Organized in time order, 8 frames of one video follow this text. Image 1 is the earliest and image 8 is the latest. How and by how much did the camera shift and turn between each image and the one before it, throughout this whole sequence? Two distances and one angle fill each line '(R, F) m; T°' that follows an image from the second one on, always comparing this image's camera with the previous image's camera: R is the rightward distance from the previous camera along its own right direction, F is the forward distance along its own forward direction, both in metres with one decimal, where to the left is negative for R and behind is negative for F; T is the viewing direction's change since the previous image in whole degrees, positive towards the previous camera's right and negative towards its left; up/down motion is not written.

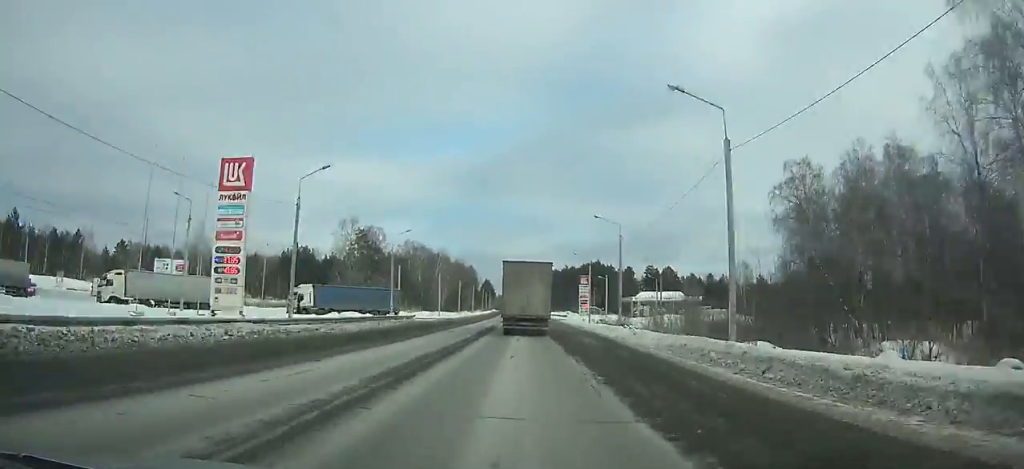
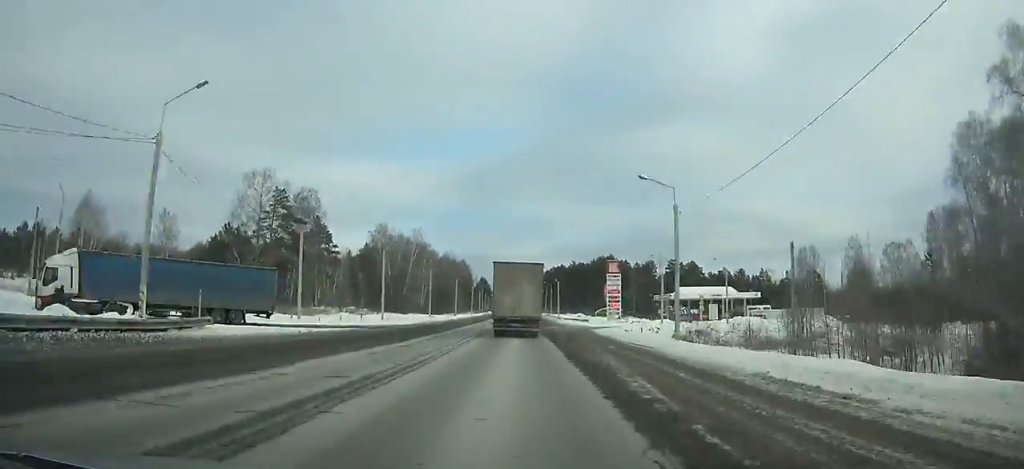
(0.0, +42.1) m; 0°
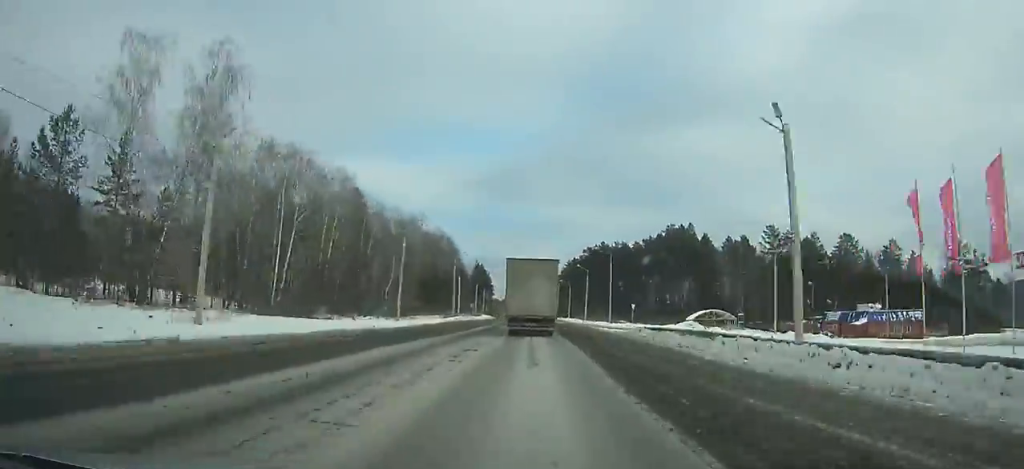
(-0.9, +99.7) m; -1°
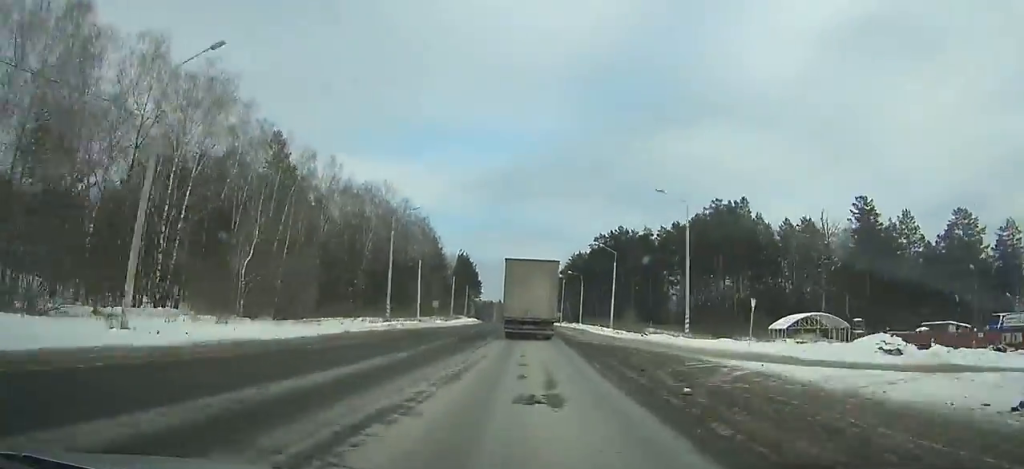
(0.0, +36.9) m; 0°
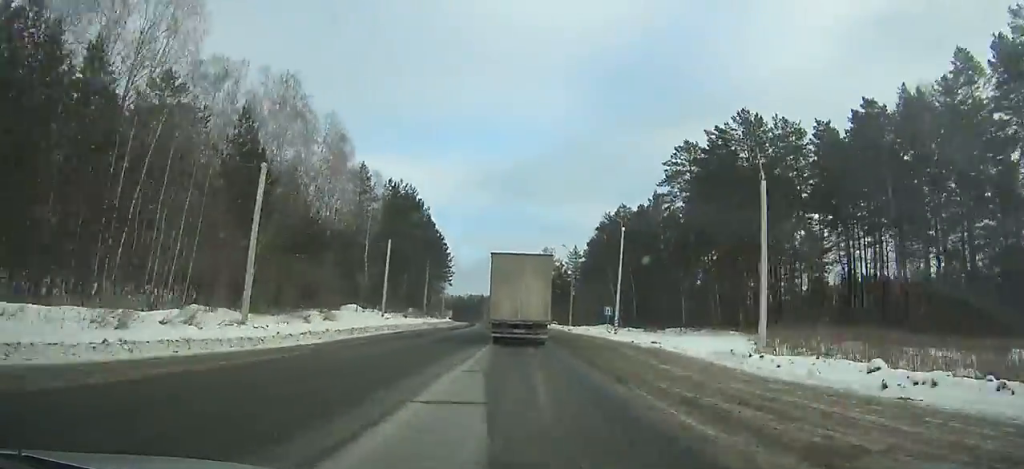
(-0.1, +73.3) m; -1°
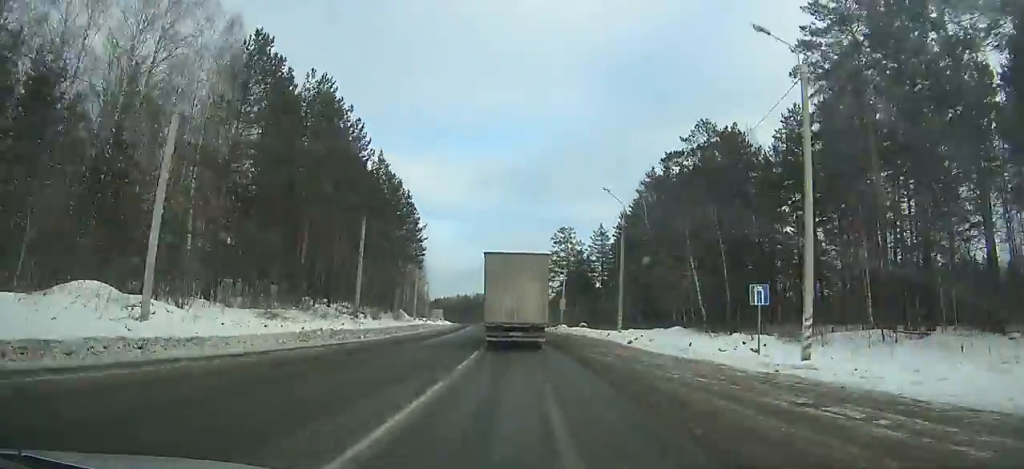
(-0.4, +34.0) m; -1°
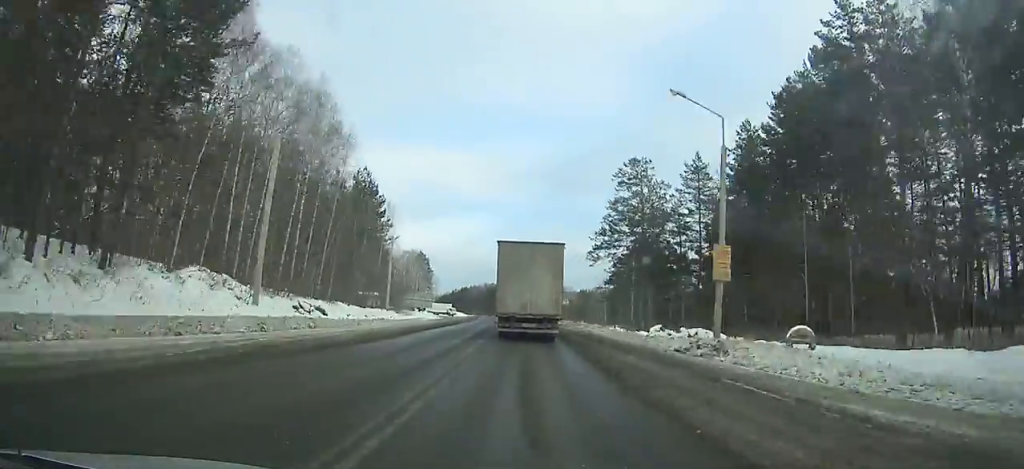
(-0.8, +49.8) m; -2°
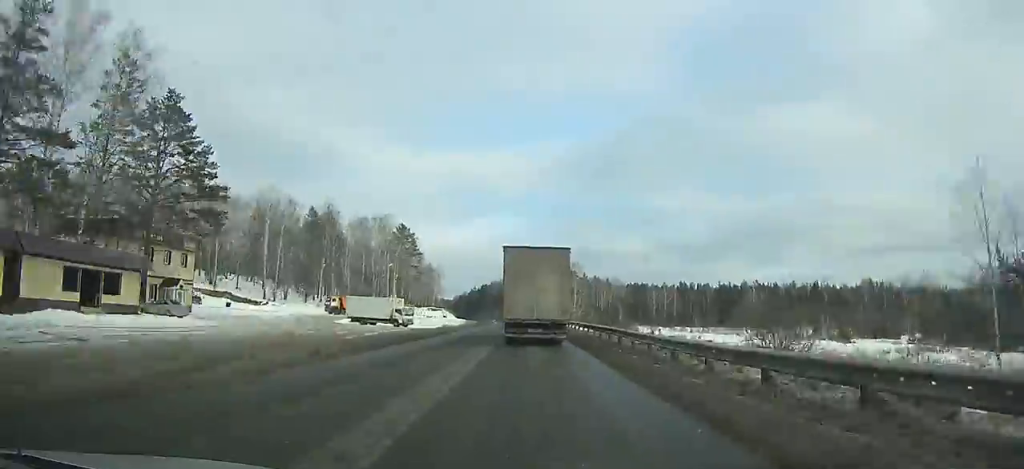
(-3.2, +90.9) m; -4°
